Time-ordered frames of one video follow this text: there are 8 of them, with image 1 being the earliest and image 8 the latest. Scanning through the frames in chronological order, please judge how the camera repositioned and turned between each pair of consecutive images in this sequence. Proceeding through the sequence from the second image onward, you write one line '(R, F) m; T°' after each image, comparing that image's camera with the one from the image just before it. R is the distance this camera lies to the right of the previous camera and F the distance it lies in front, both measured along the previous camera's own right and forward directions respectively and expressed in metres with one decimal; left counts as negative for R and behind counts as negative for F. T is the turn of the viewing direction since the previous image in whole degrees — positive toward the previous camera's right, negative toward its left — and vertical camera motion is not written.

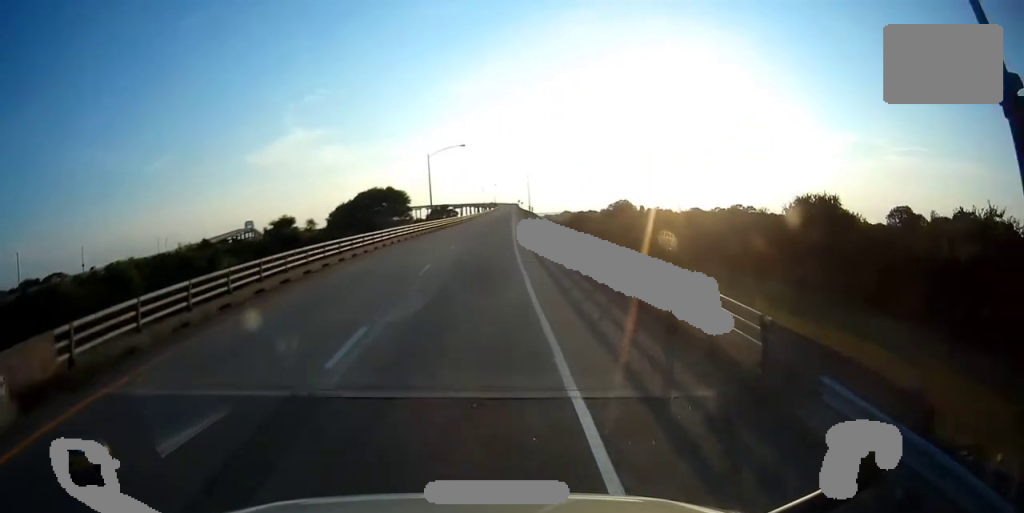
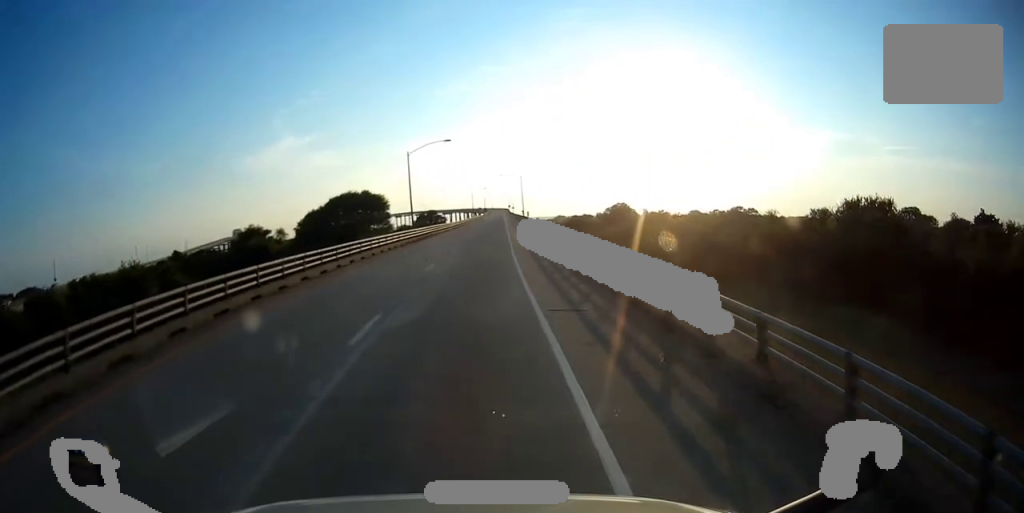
(-0.2, +10.4) m; +1°
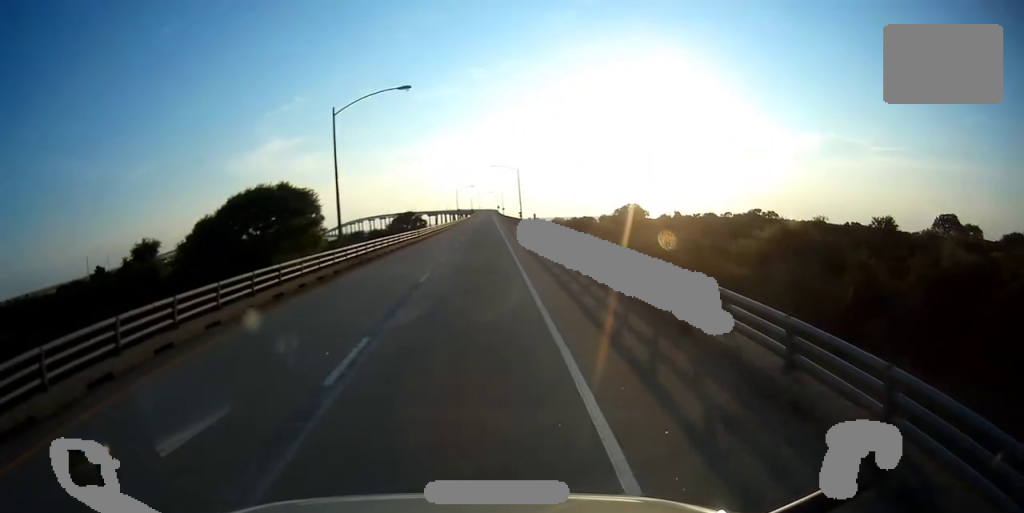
(+0.9, +27.0) m; +3°
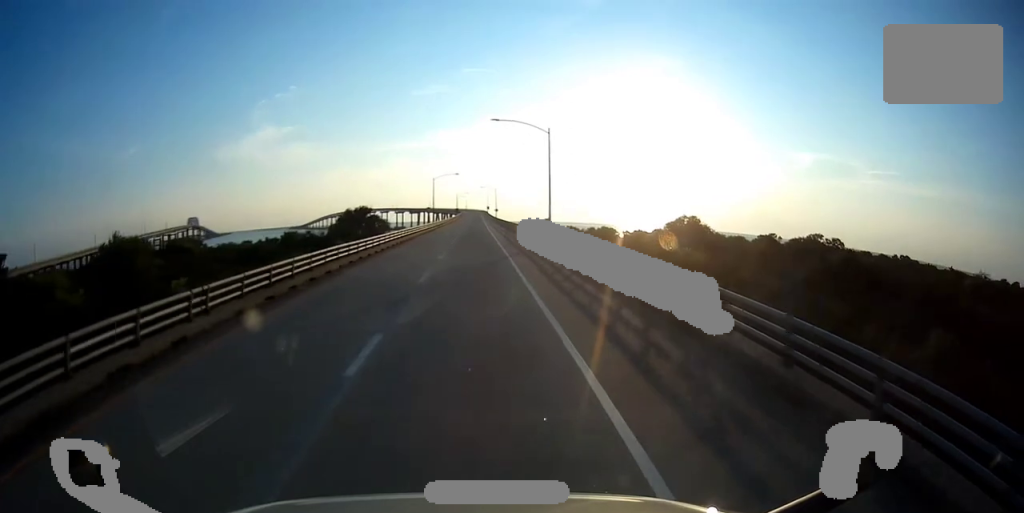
(+0.5, +48.7) m; +1°
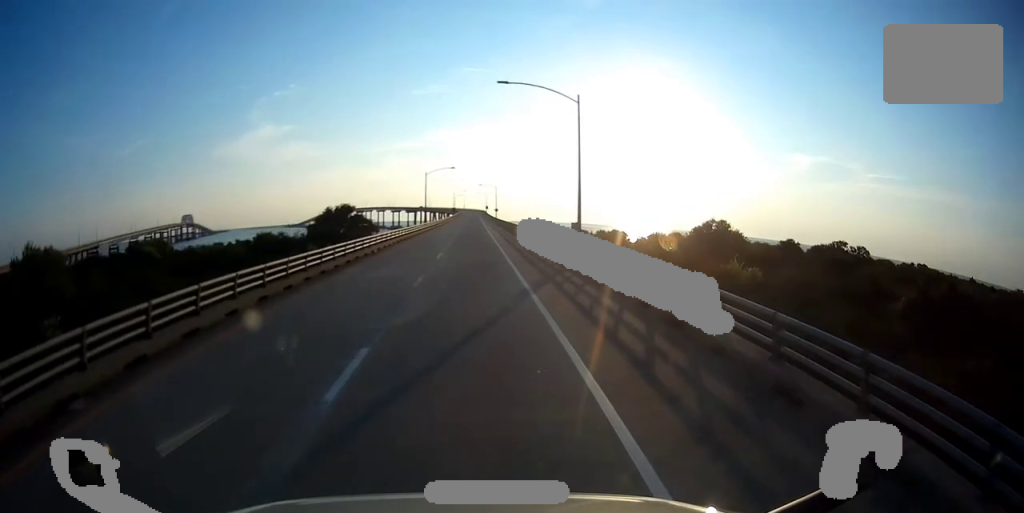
(0.0, +13.4) m; 0°
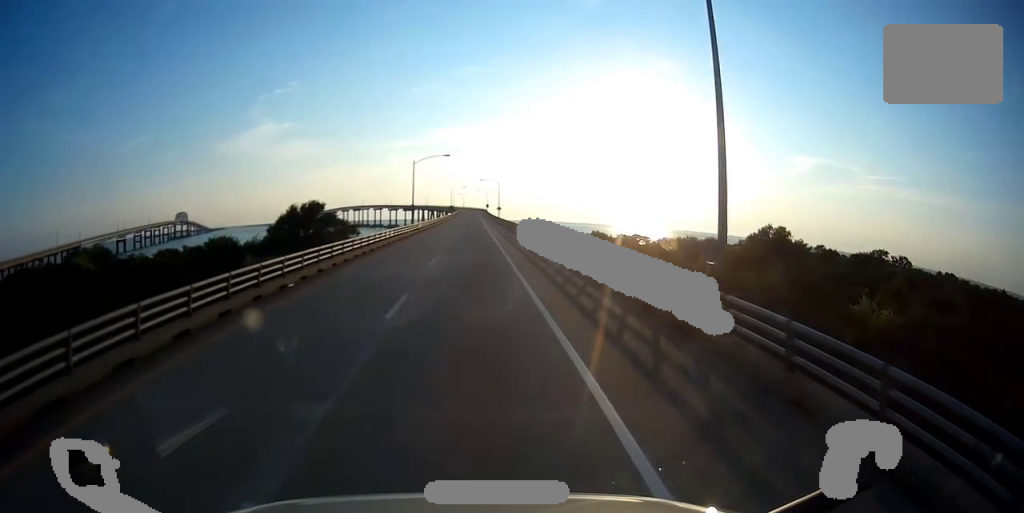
(-0.1, +18.6) m; +1°
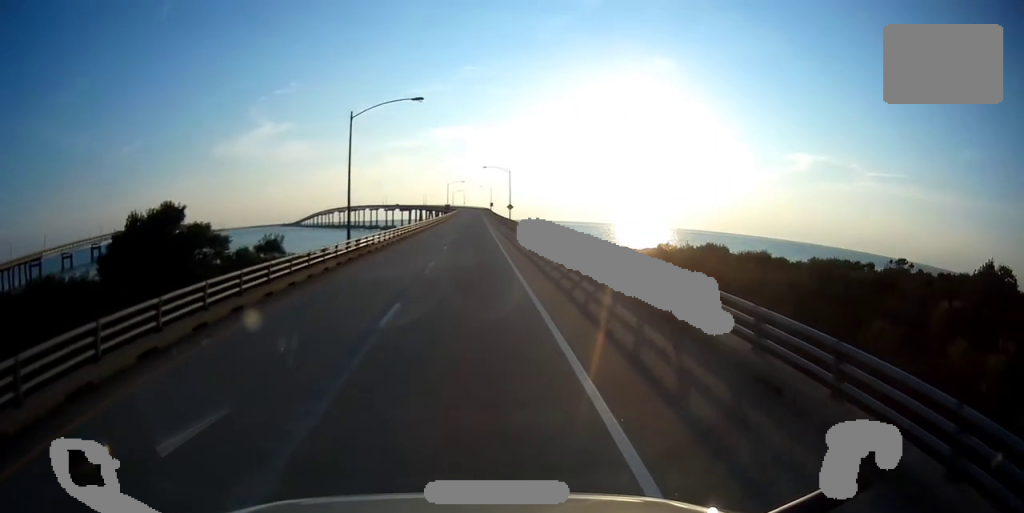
(+0.4, +37.3) m; 0°
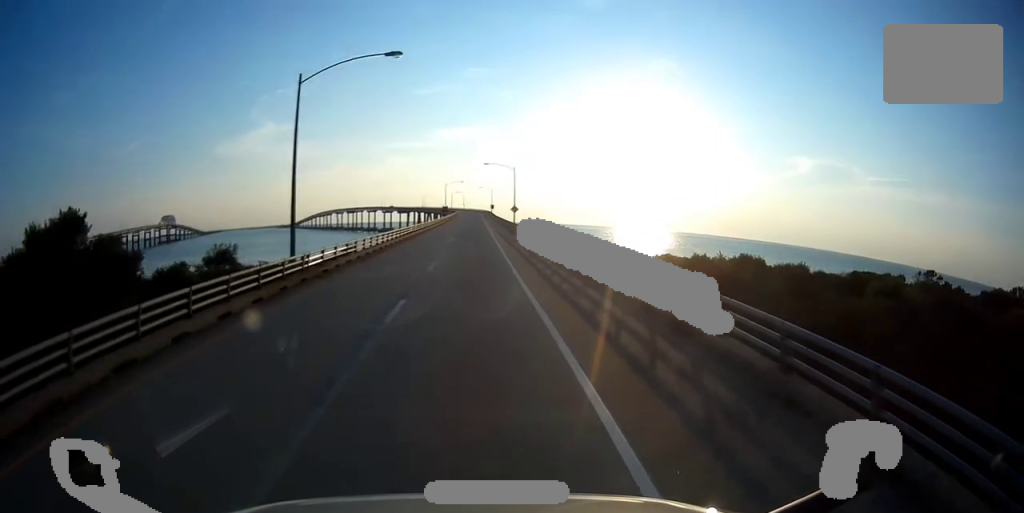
(-0.2, +11.4) m; -1°
